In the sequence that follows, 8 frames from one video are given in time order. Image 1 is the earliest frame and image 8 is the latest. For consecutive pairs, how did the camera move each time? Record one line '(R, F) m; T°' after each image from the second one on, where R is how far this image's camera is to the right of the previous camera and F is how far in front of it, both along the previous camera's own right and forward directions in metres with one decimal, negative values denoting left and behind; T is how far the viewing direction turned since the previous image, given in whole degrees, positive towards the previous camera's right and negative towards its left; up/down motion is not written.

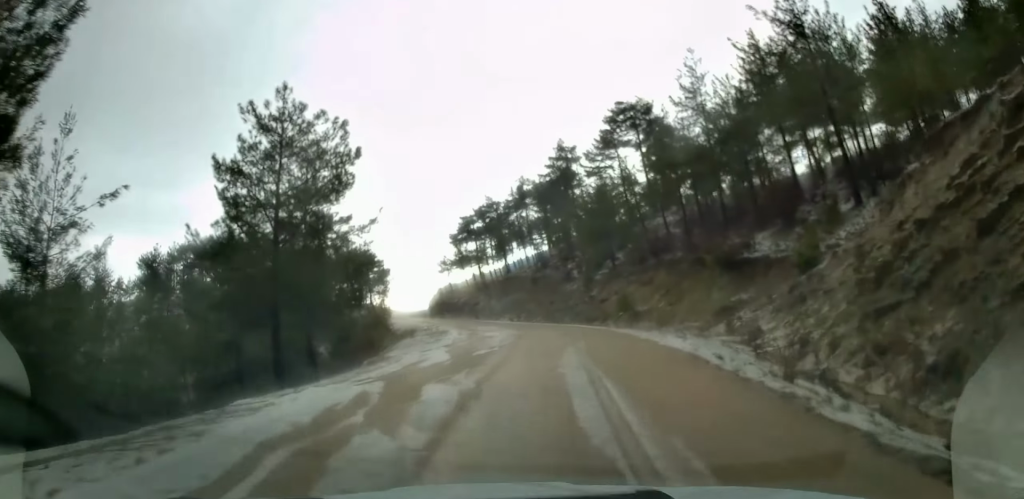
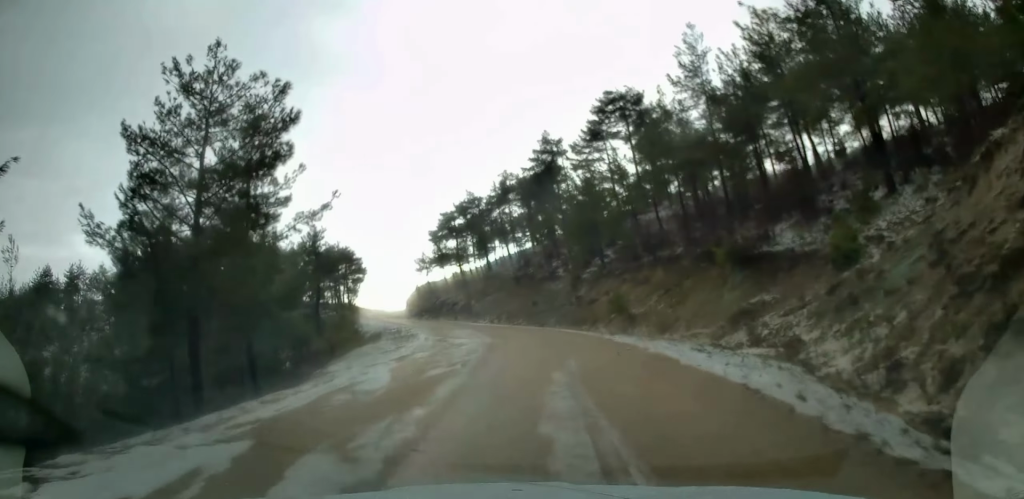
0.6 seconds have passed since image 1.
(+0.1, +4.6) m; 0°
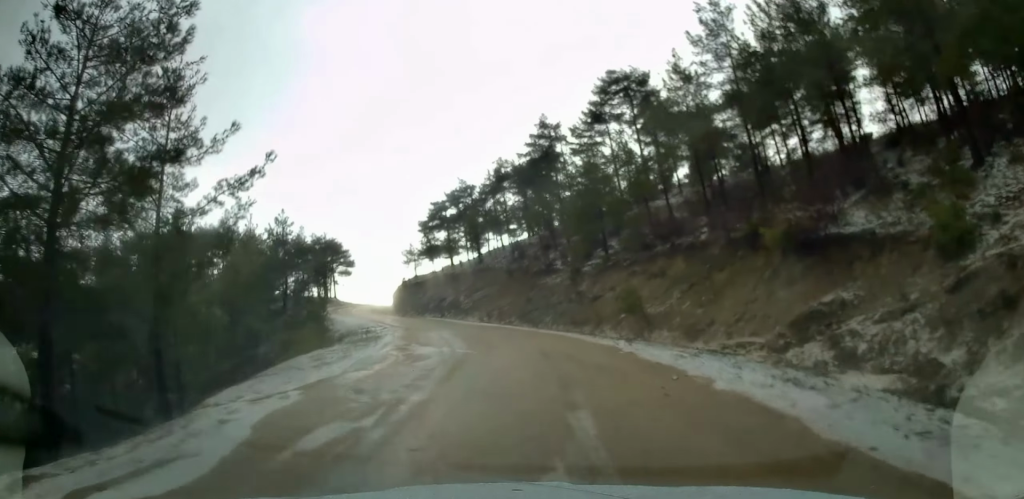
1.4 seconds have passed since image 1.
(0.0, +6.3) m; -2°
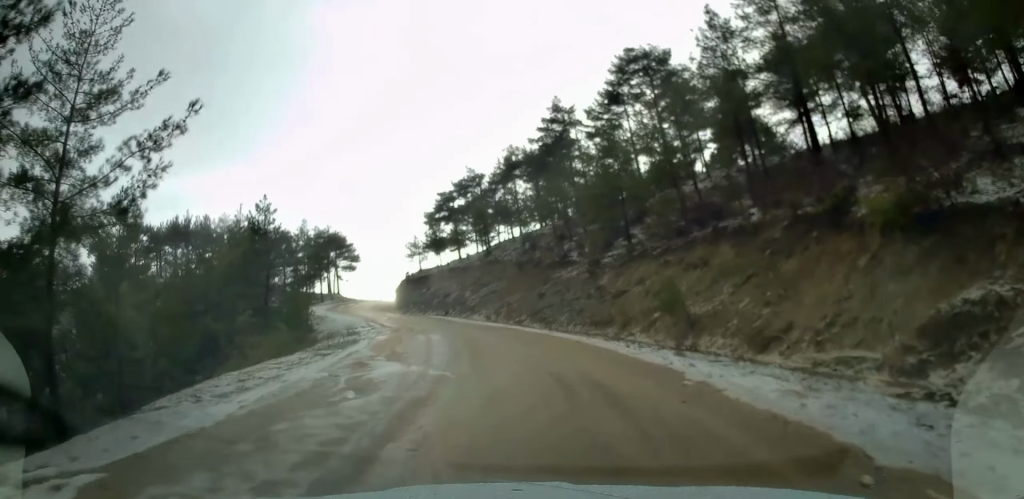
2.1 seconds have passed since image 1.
(-0.2, +5.8) m; -2°
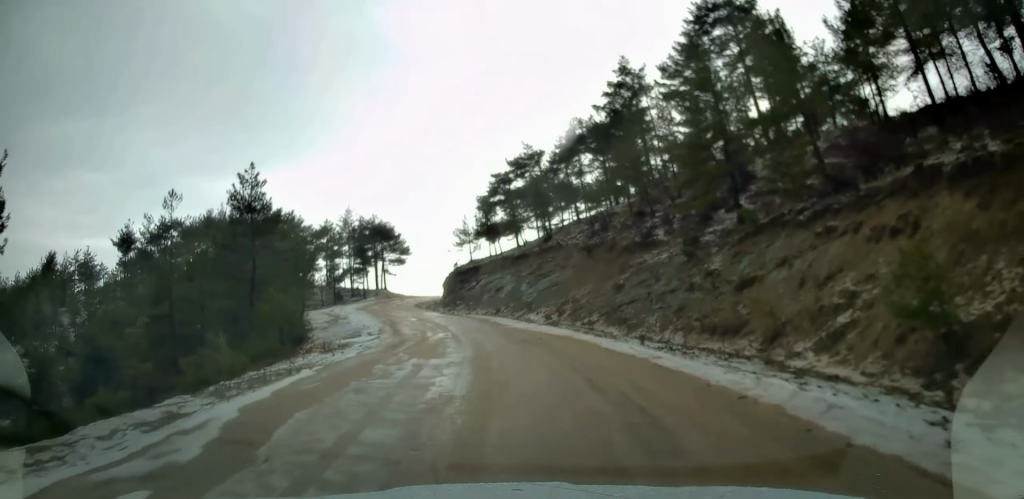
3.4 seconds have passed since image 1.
(-0.3, +11.3) m; -5°
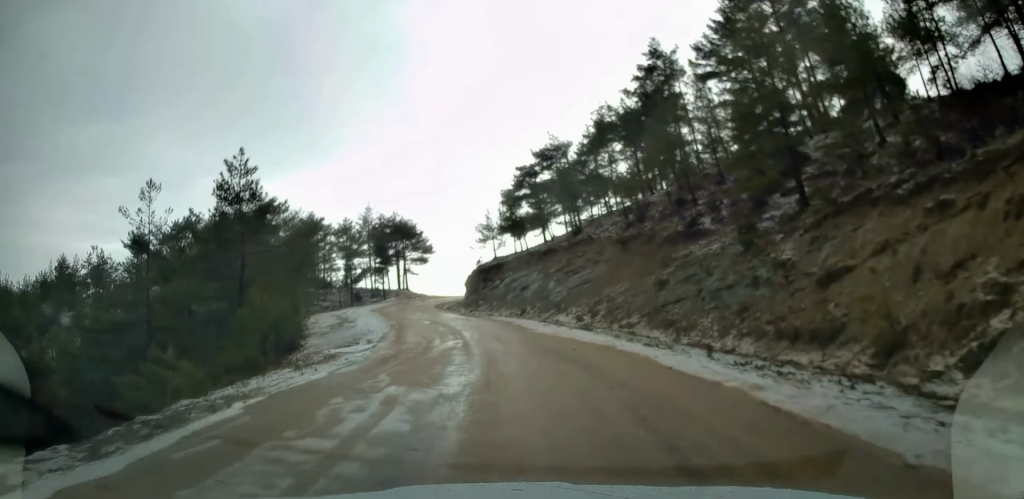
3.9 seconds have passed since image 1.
(-0.3, +4.5) m; -3°
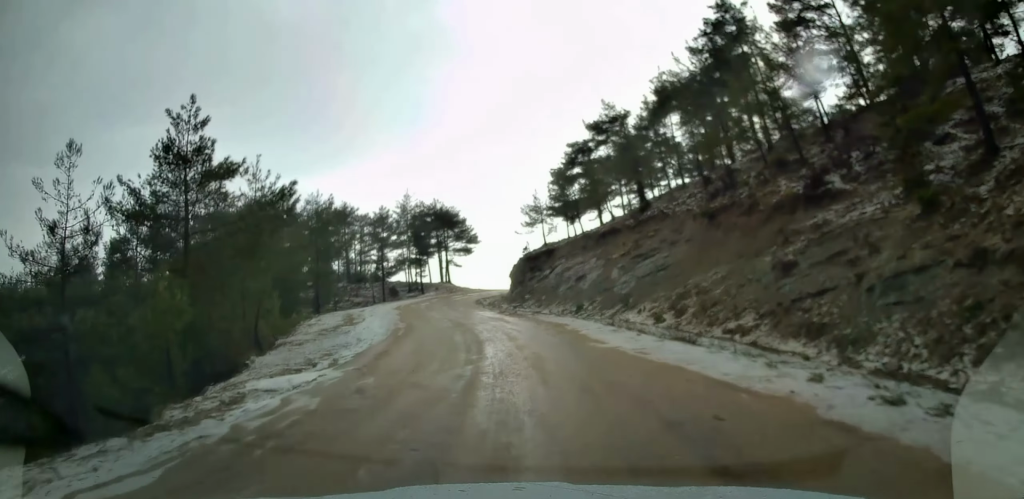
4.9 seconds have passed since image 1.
(-0.4, +9.1) m; -4°
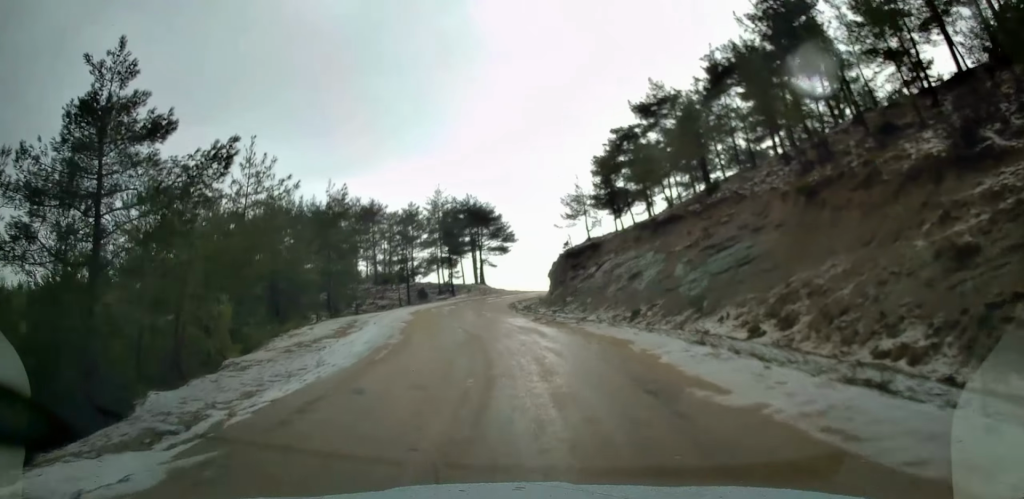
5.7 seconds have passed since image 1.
(-0.2, +7.2) m; -4°
